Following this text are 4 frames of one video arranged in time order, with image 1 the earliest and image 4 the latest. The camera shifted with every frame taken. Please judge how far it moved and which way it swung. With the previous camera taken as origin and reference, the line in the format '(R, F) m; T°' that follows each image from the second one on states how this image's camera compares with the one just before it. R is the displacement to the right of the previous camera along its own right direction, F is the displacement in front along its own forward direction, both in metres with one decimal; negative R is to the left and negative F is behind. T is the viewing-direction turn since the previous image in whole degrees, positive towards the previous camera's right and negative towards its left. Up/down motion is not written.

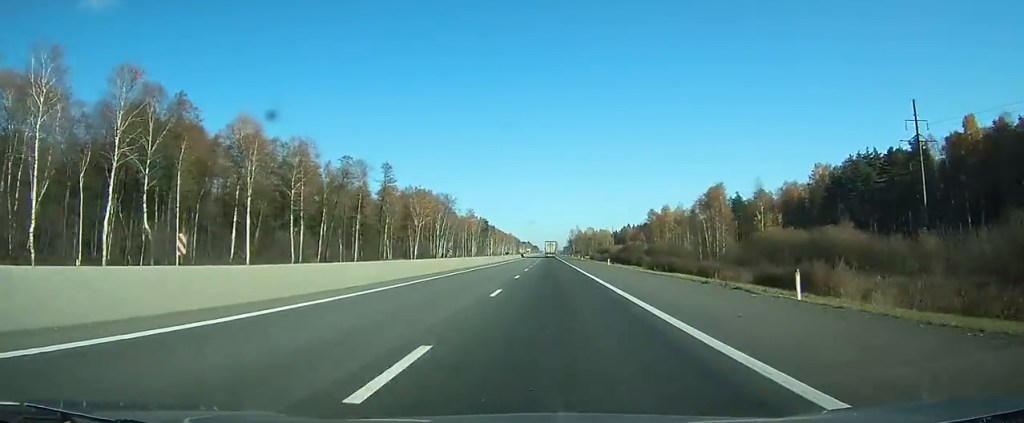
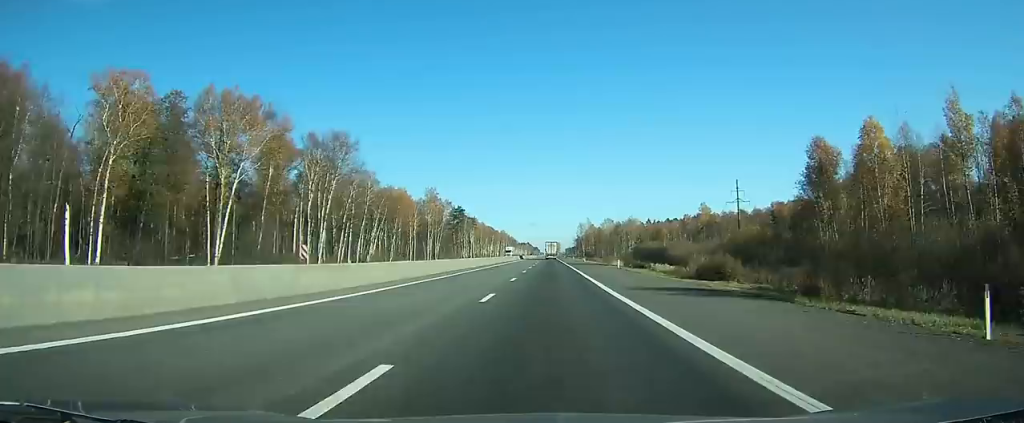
(+0.1, +111.8) m; 0°
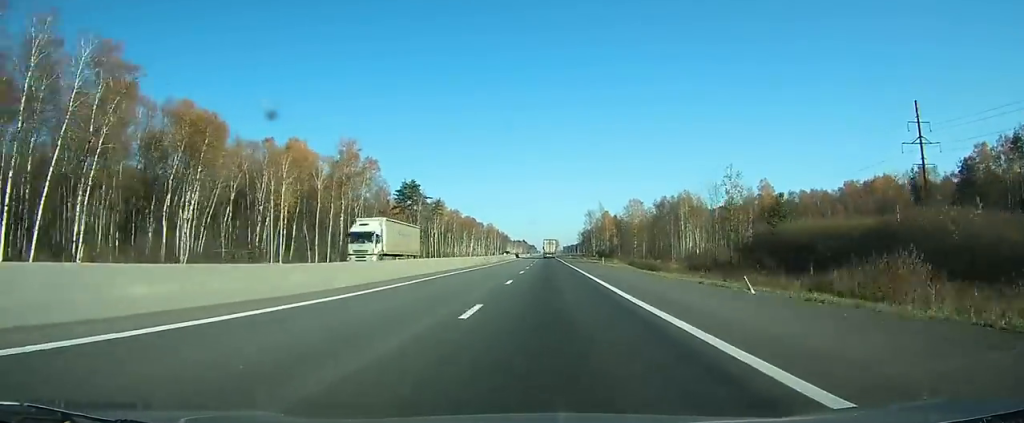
(+0.1, +87.6) m; 0°
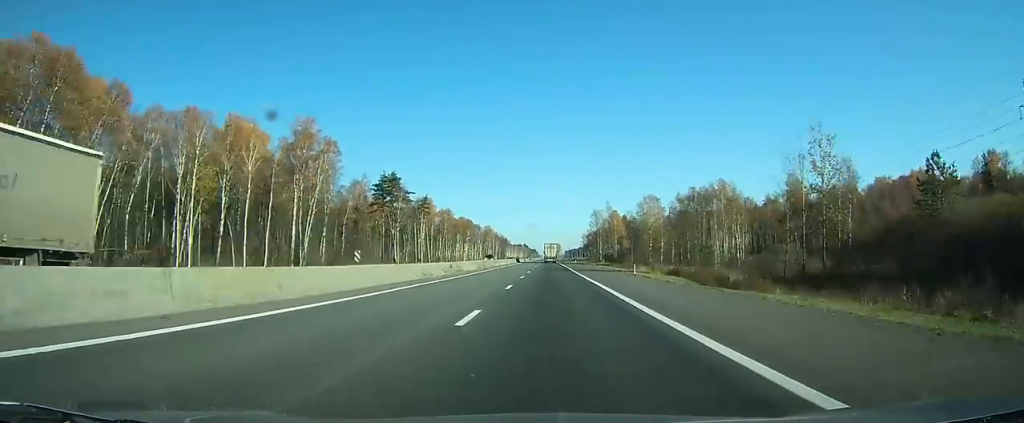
(0.0, +23.6) m; 0°
